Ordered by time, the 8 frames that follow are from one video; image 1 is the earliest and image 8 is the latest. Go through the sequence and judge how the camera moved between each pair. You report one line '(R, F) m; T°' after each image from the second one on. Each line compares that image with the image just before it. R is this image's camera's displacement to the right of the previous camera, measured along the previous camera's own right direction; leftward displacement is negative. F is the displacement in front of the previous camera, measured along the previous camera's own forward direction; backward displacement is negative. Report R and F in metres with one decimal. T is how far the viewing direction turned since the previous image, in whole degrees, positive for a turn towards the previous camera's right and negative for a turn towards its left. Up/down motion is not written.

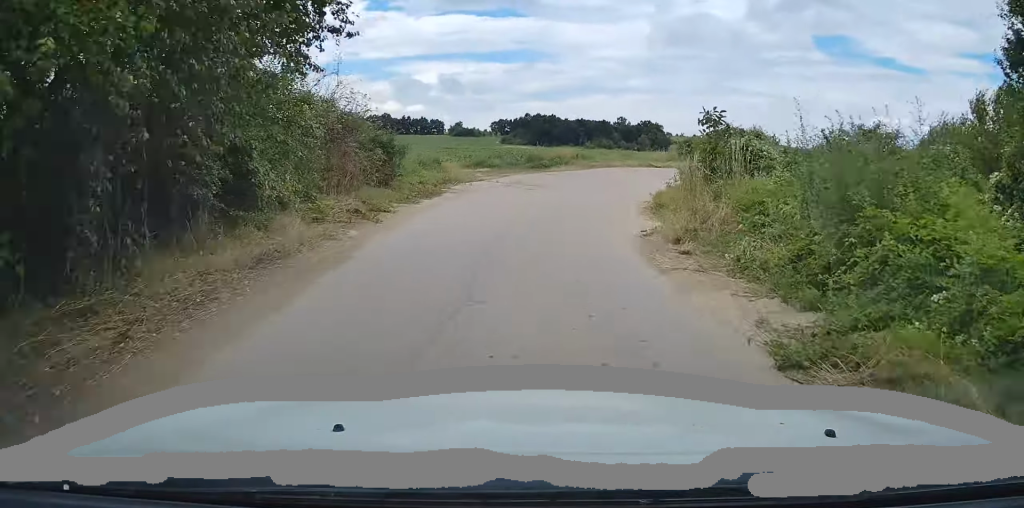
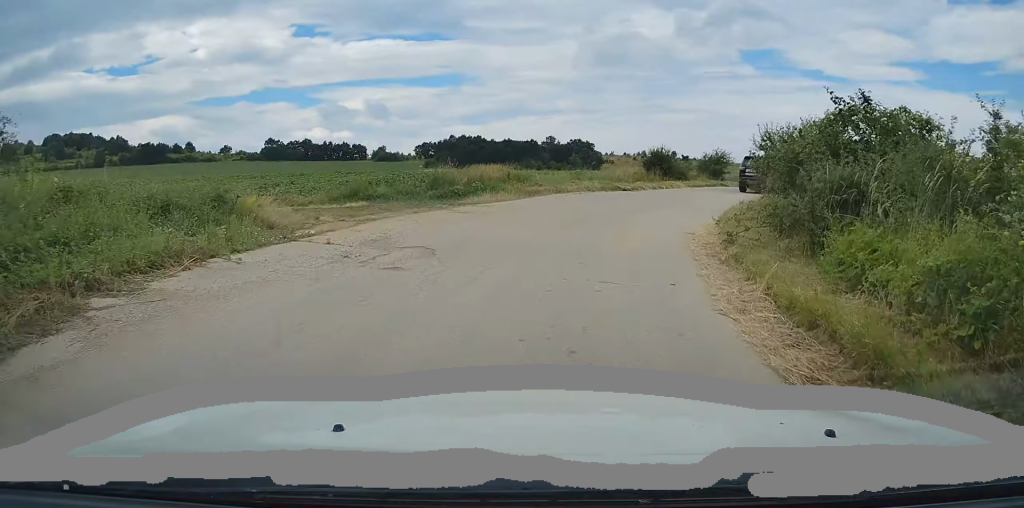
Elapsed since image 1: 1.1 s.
(+0.9, +12.1) m; +10°
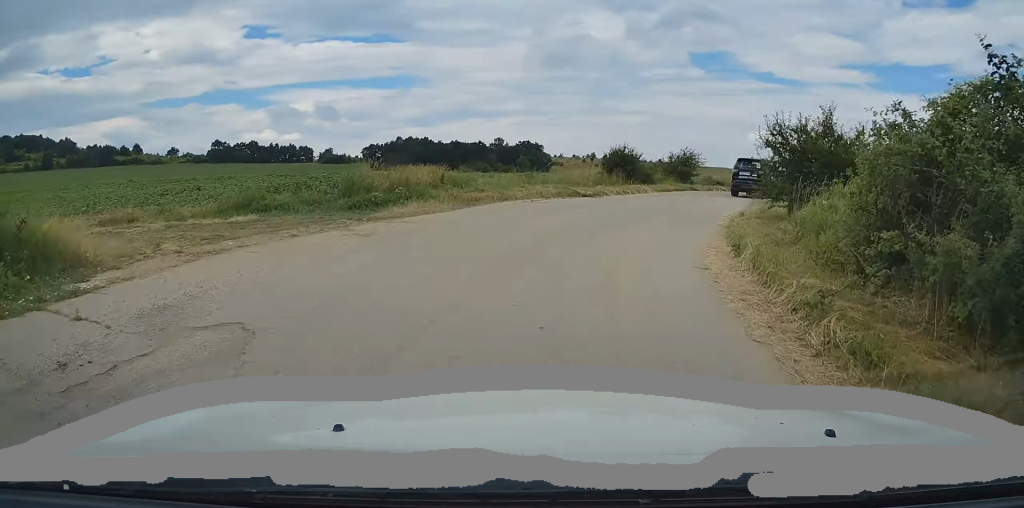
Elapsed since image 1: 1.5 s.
(+0.3, +4.3) m; +5°
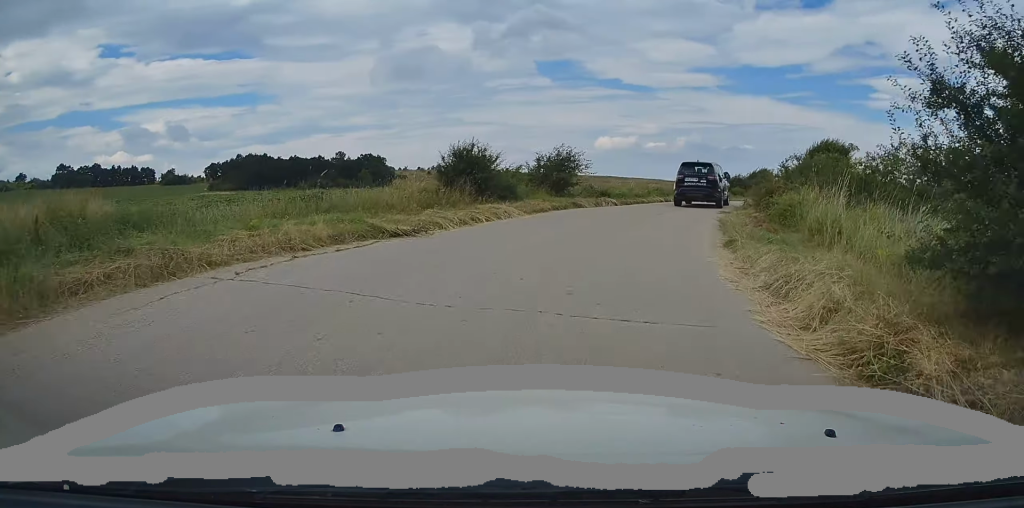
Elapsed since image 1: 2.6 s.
(+1.2, +10.4) m; +13°
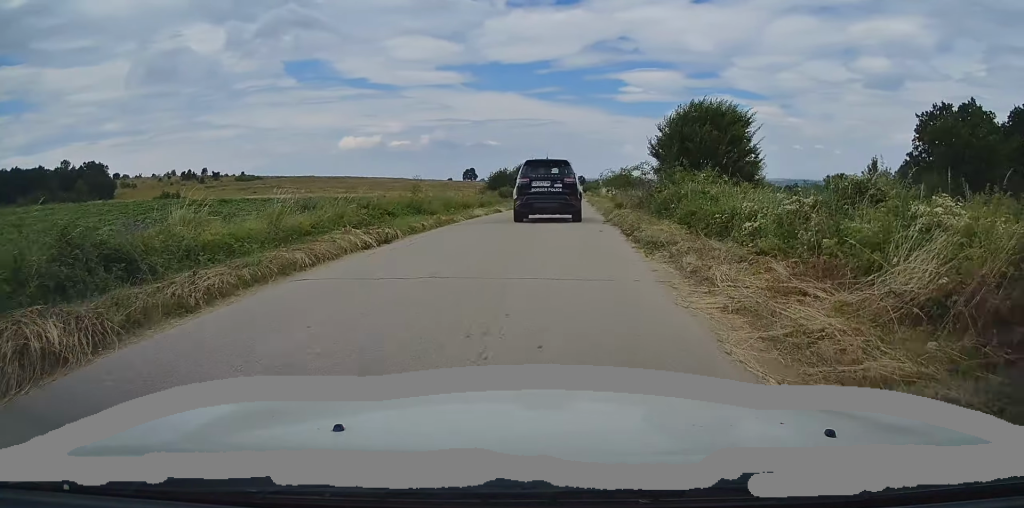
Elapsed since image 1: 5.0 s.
(+4.8, +20.9) m; +23°
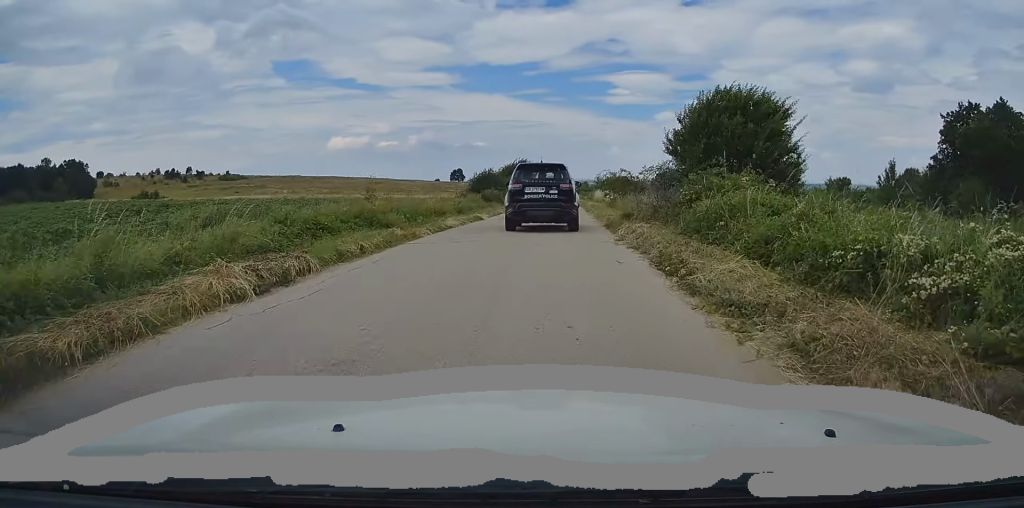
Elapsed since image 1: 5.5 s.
(+0.2, +4.9) m; +1°
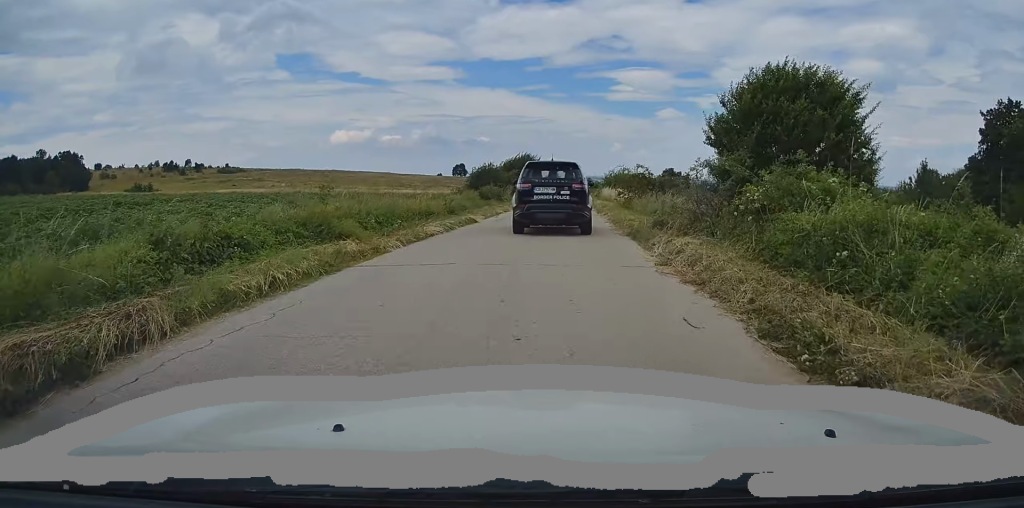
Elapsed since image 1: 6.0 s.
(+0.1, +4.3) m; +1°
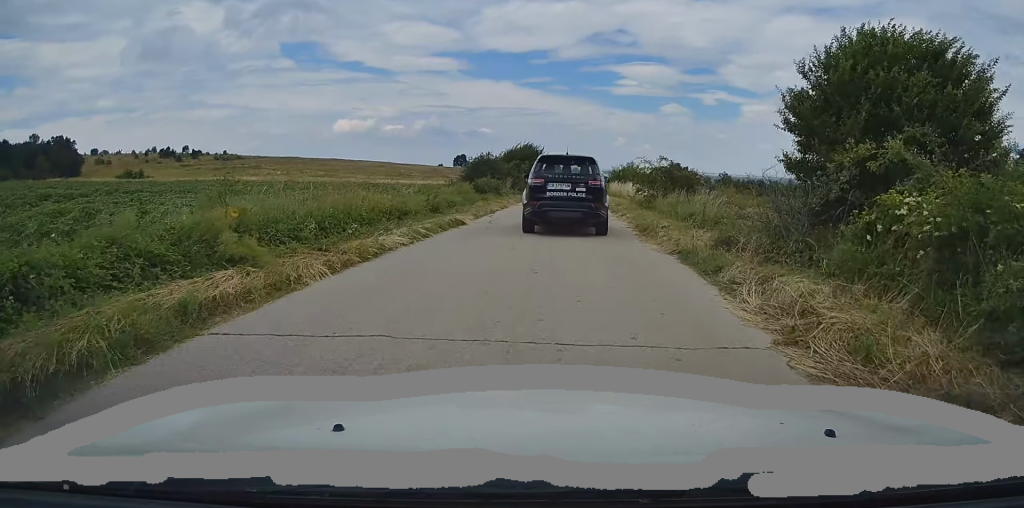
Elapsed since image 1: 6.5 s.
(-0.1, +4.8) m; 0°
